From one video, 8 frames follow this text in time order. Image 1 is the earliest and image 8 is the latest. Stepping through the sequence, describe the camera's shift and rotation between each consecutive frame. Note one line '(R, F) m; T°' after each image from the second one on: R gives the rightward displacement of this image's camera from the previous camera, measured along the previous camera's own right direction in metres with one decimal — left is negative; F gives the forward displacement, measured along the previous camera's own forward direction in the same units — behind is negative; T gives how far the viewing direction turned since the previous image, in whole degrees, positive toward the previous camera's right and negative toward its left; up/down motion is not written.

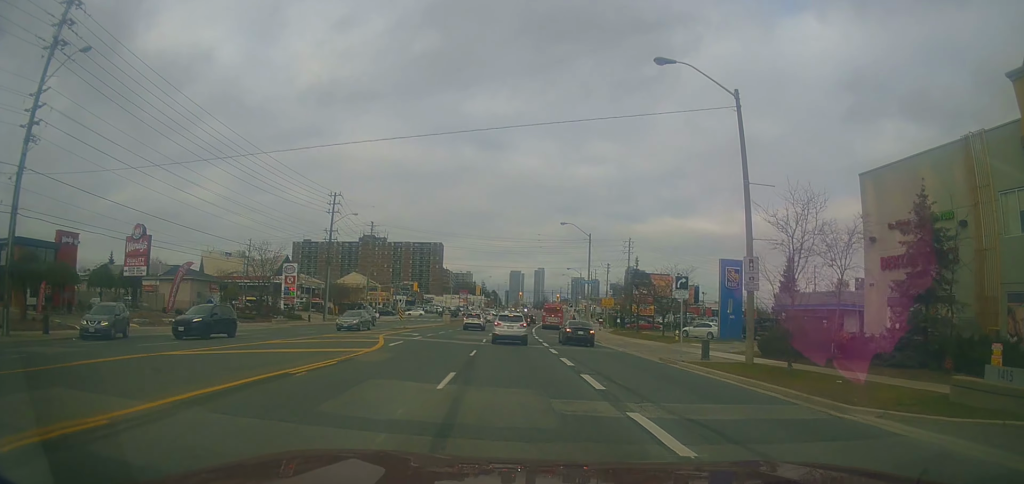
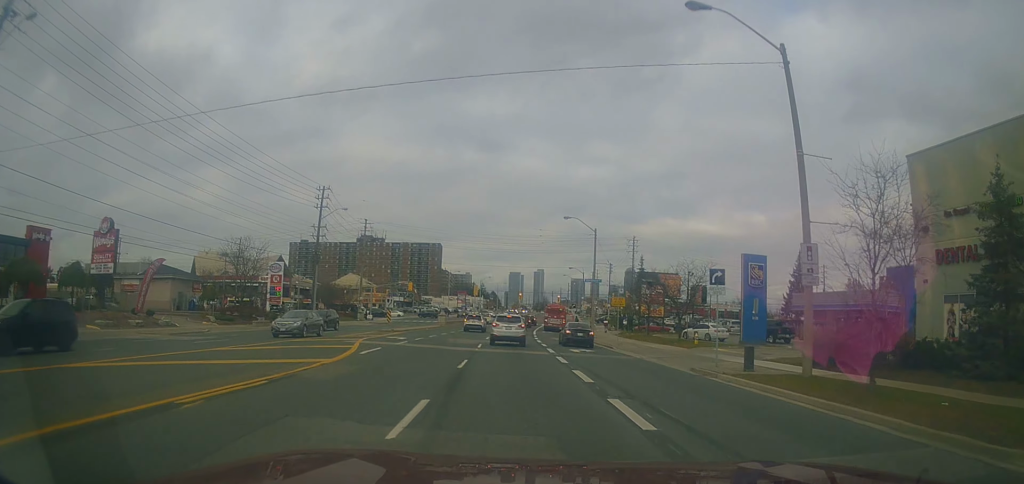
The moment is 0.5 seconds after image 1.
(-0.2, +4.5) m; -2°
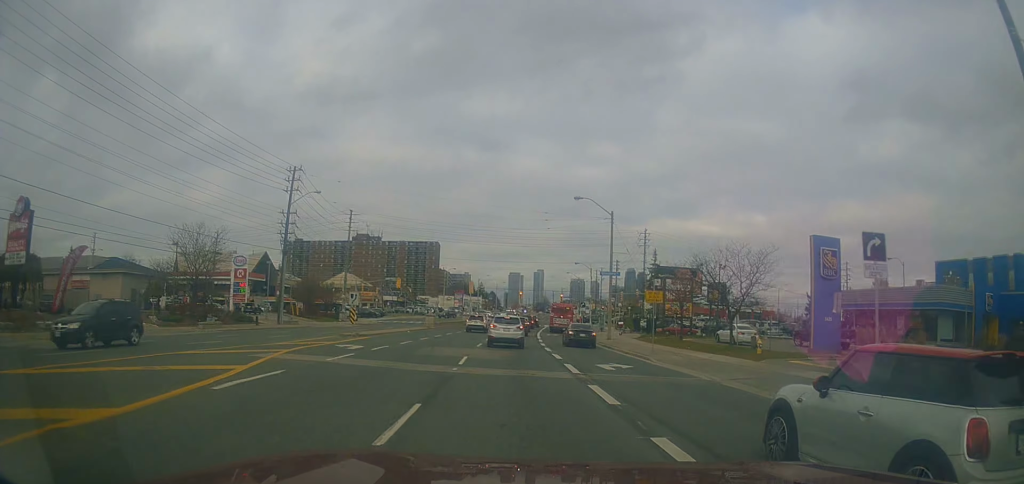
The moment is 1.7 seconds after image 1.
(-0.1, +9.7) m; +3°
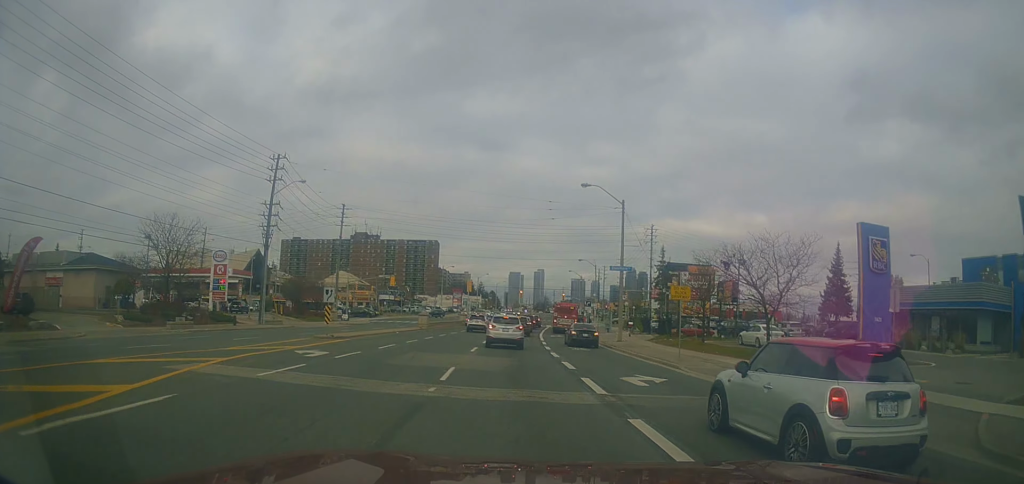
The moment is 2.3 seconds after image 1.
(+0.2, +4.6) m; +1°
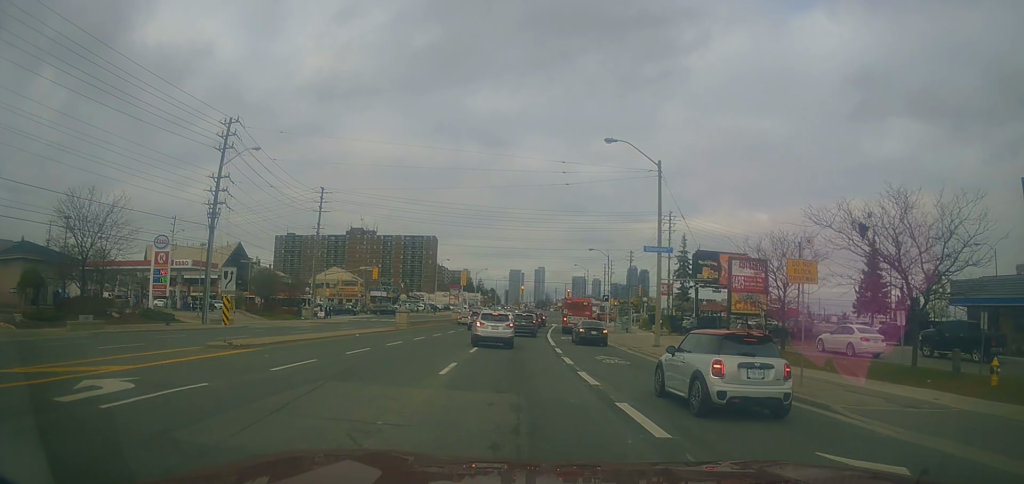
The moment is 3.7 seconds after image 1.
(+0.1, +11.0) m; 0°
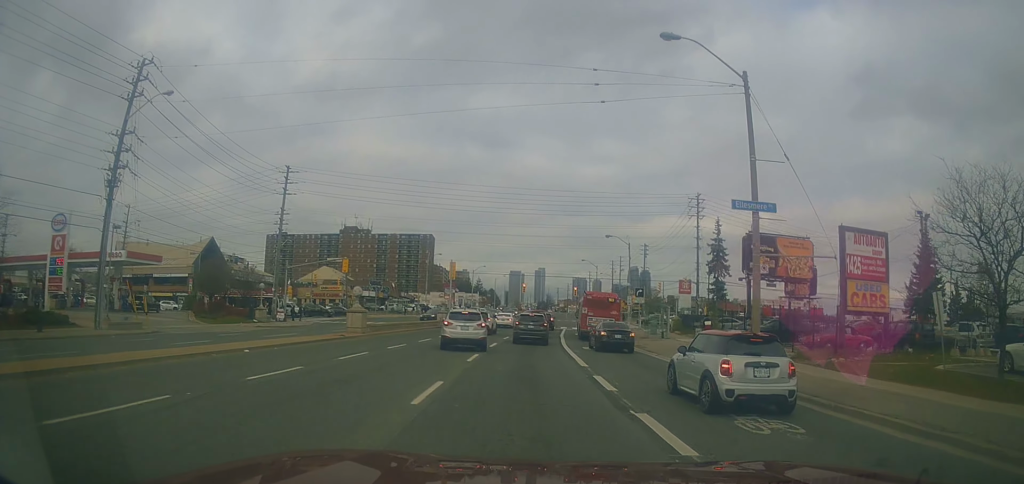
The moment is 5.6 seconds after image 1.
(-0.2, +13.5) m; -2°
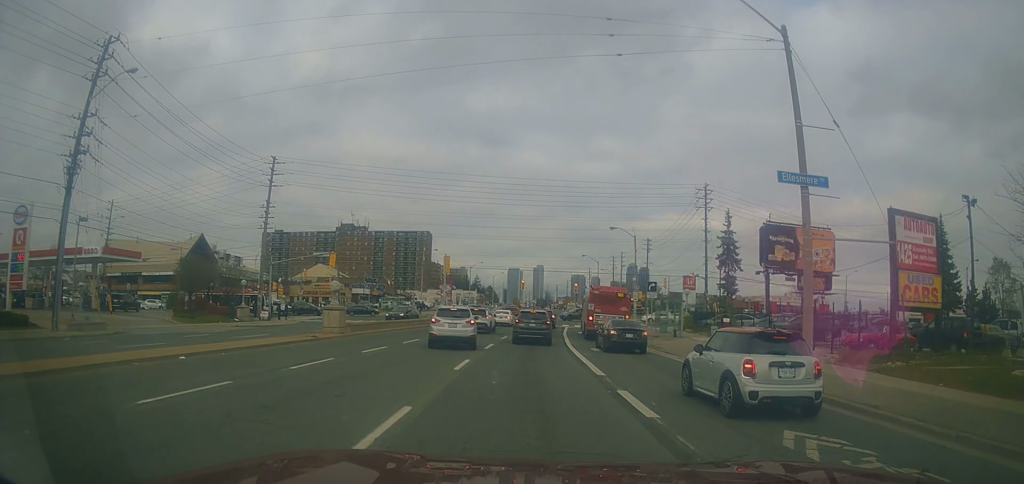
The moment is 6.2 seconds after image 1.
(0.0, +3.9) m; 0°
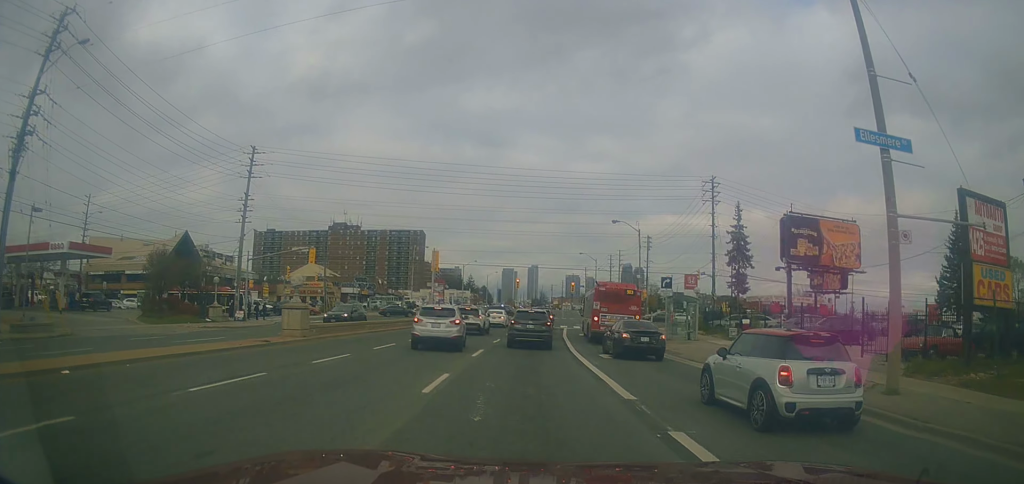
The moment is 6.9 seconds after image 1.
(0.0, +4.7) m; 0°
